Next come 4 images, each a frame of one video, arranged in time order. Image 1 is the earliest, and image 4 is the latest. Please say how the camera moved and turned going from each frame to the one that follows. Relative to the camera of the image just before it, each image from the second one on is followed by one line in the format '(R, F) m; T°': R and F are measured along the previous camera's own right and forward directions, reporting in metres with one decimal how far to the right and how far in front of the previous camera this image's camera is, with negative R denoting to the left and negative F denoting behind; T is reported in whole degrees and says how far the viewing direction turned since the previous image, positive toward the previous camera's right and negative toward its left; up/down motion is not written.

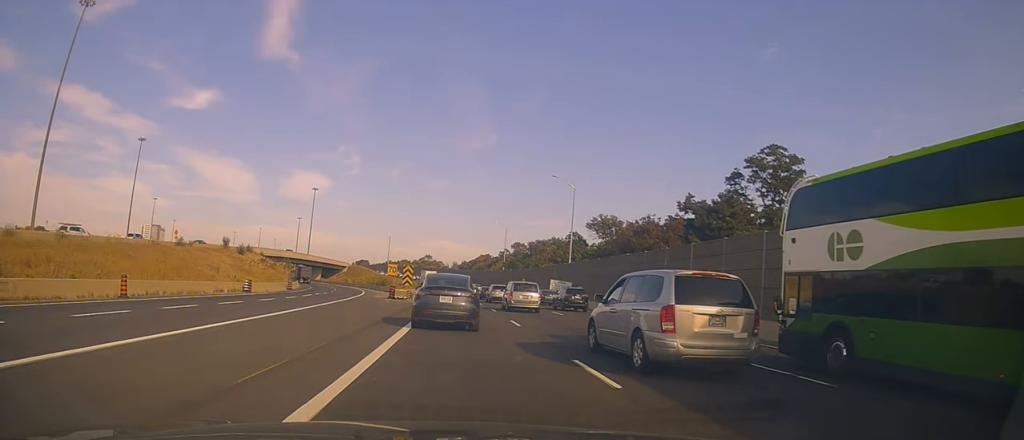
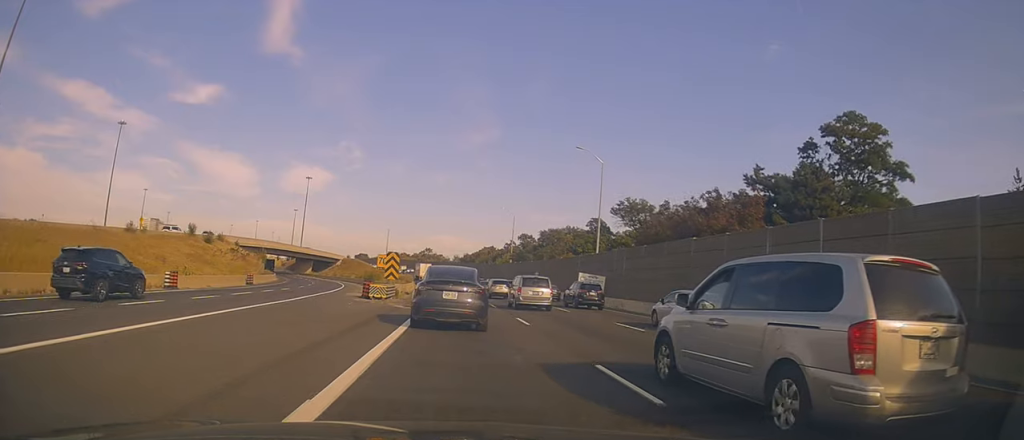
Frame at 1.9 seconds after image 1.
(0.0, +12.2) m; 0°
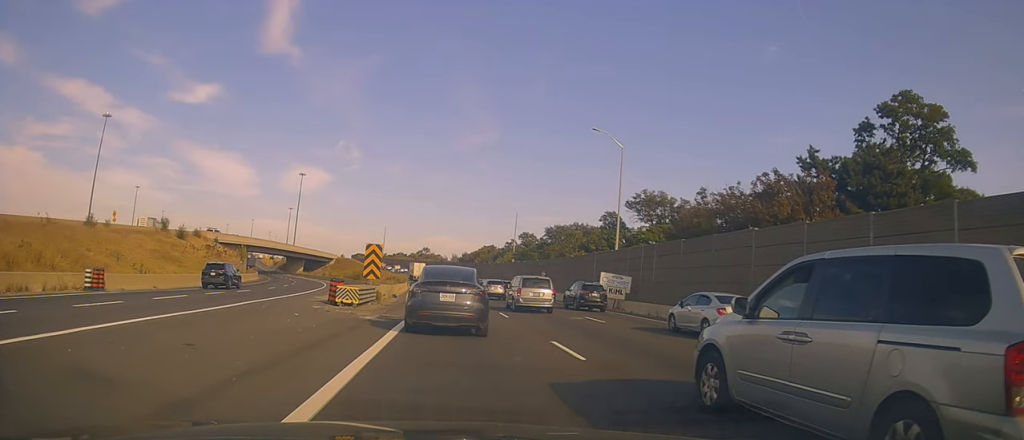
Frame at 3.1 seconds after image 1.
(0.0, +8.6) m; 0°
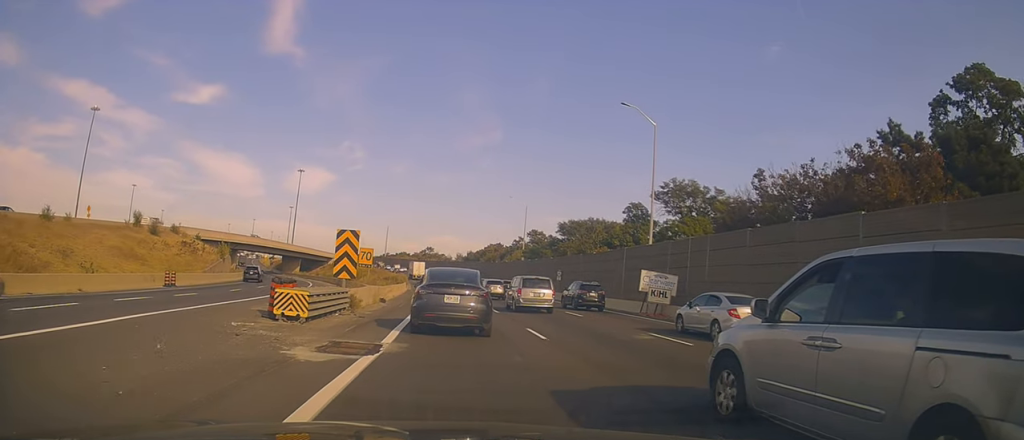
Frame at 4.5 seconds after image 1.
(0.0, +9.5) m; 0°
